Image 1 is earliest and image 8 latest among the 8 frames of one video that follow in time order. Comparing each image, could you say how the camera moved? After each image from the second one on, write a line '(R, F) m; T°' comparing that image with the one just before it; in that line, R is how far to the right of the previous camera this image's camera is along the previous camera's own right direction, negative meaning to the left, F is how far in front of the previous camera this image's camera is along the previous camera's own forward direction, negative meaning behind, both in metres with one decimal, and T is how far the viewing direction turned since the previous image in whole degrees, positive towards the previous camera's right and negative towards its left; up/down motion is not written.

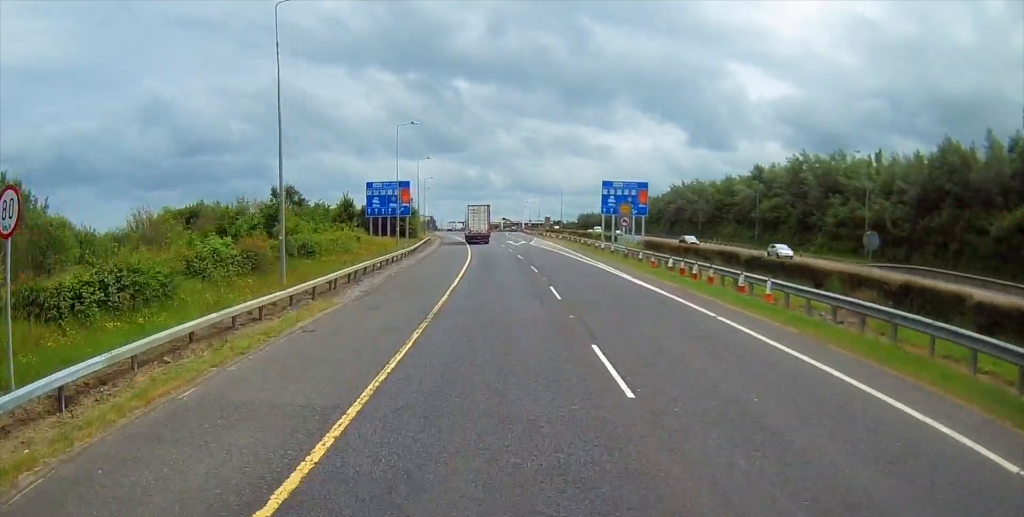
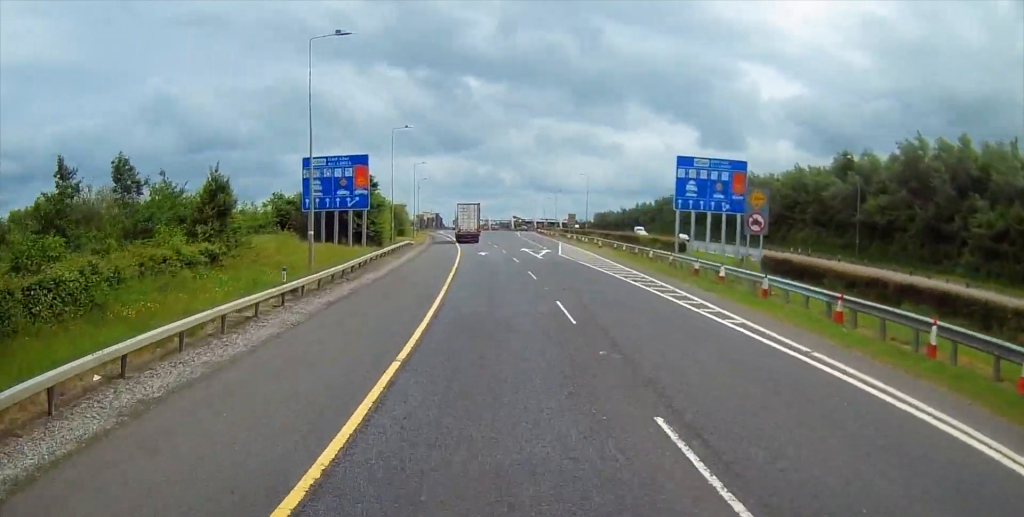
(+0.3, +29.4) m; 0°
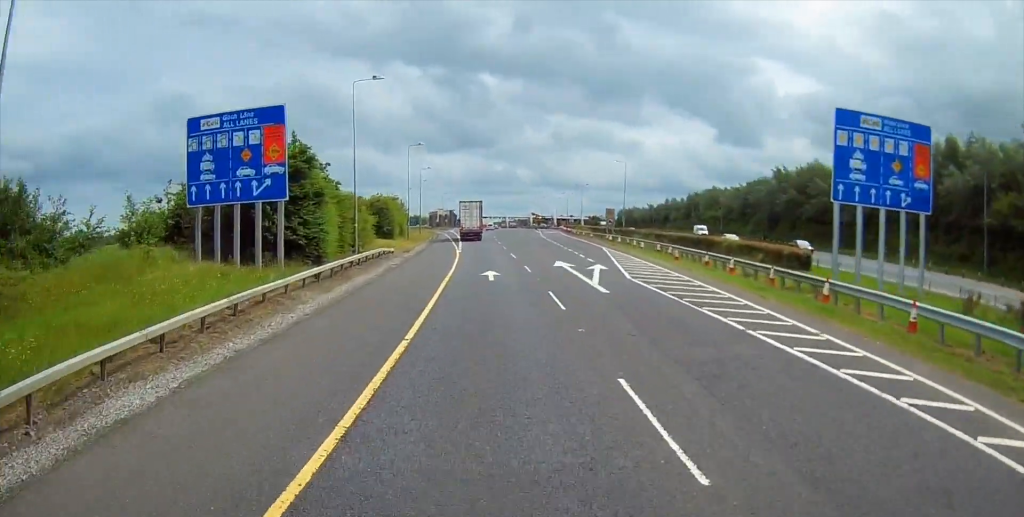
(-0.5, +22.3) m; -2°
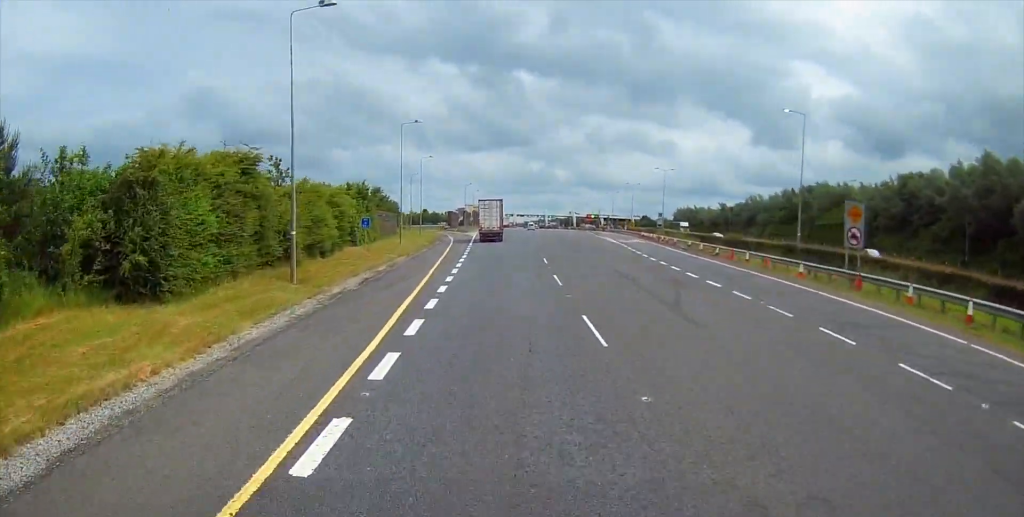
(-0.6, +53.7) m; -2°
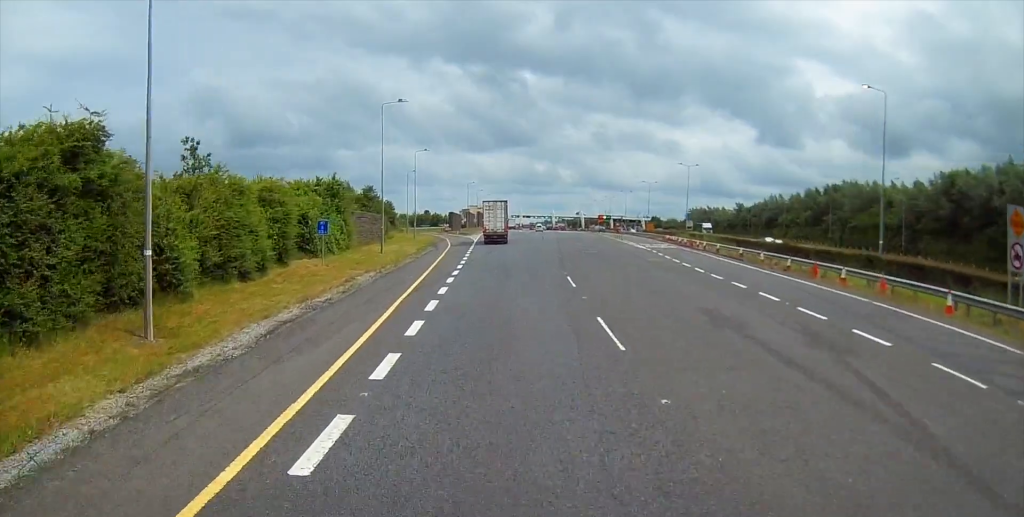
(+0.1, +12.1) m; -1°
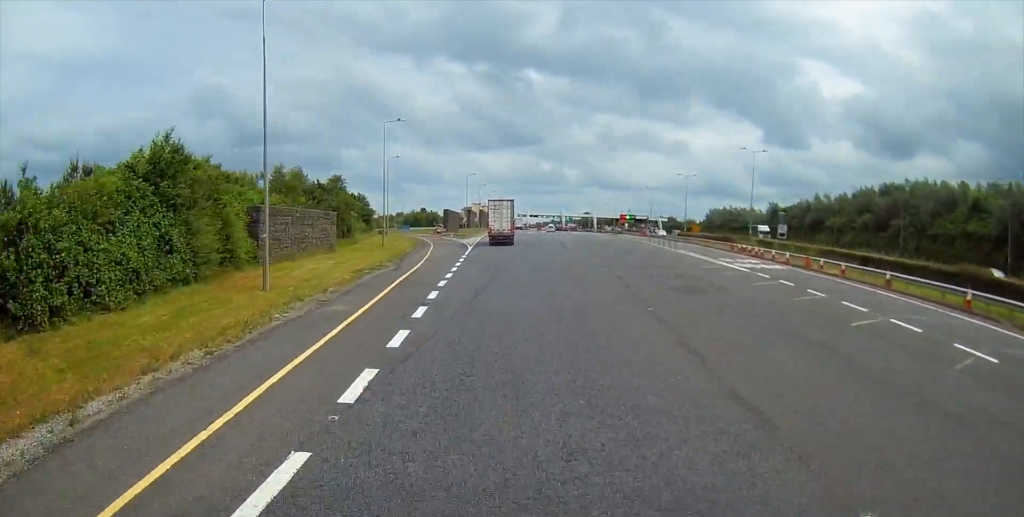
(-0.7, +26.4) m; -1°
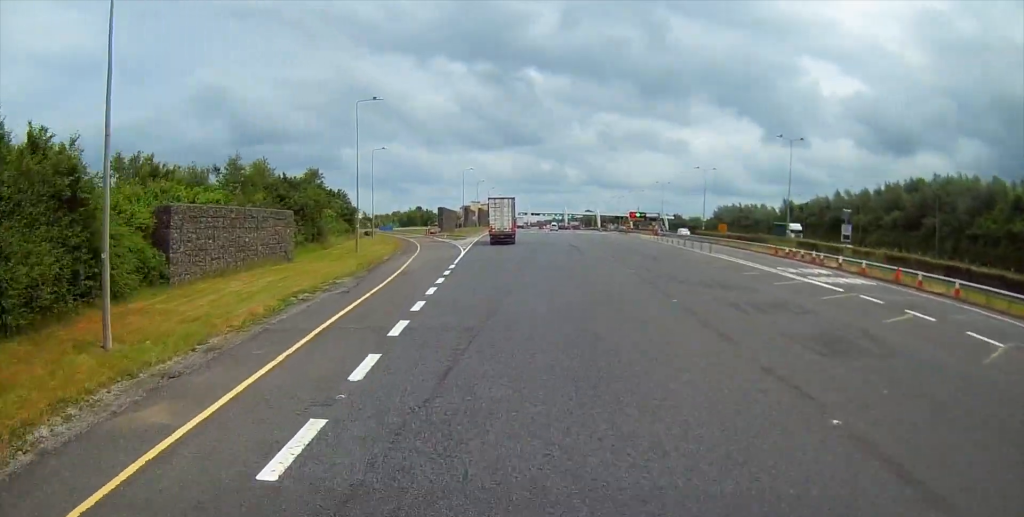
(0.0, +11.1) m; 0°
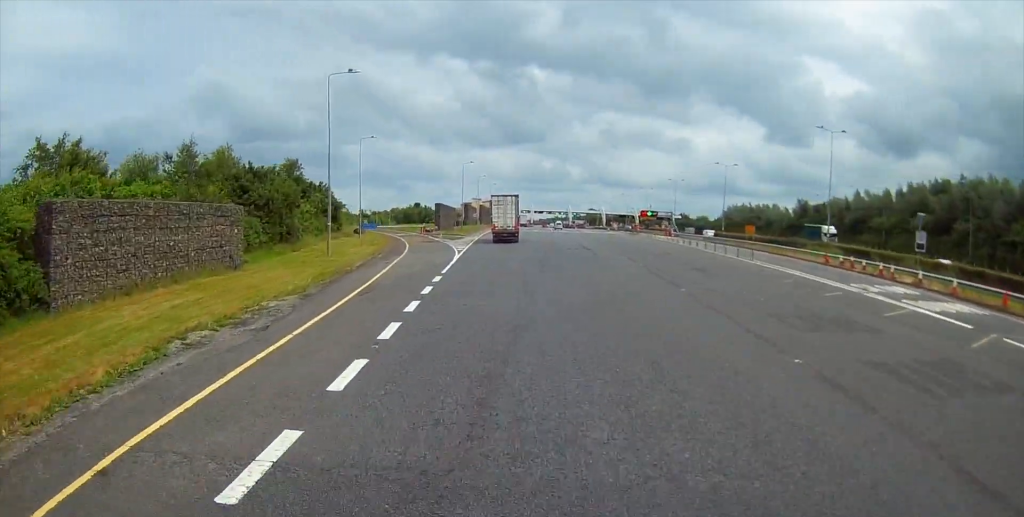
(0.0, +9.0) m; 0°
